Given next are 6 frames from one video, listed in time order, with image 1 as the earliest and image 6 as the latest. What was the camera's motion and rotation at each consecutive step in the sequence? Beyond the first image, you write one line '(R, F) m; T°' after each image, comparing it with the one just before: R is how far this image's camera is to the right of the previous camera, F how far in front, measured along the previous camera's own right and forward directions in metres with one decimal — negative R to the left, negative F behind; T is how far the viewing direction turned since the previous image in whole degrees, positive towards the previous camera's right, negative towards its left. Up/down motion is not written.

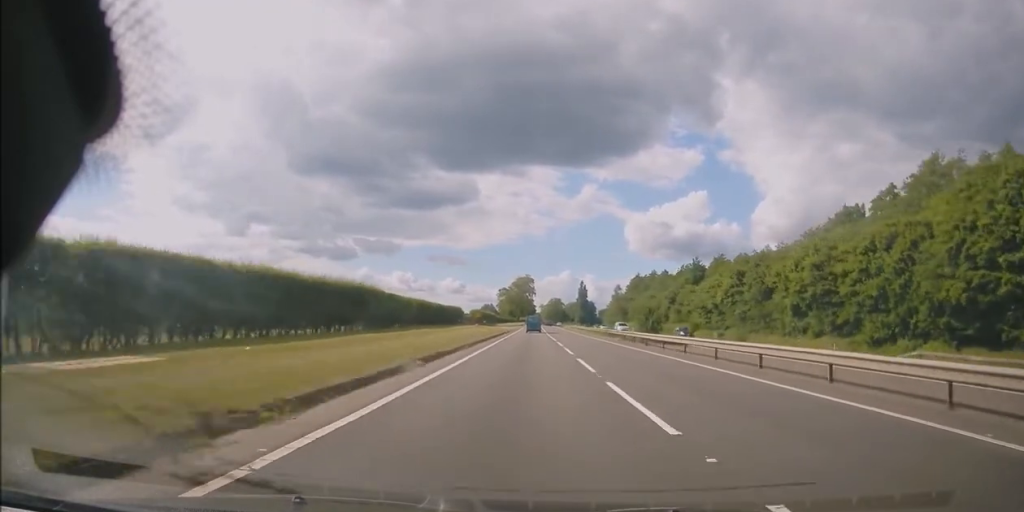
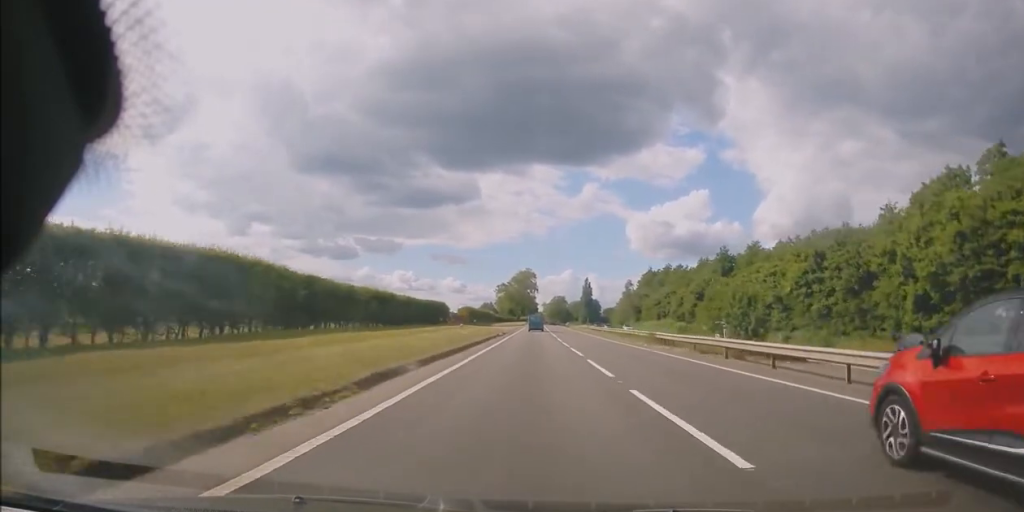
(-0.5, +20.1) m; -1°
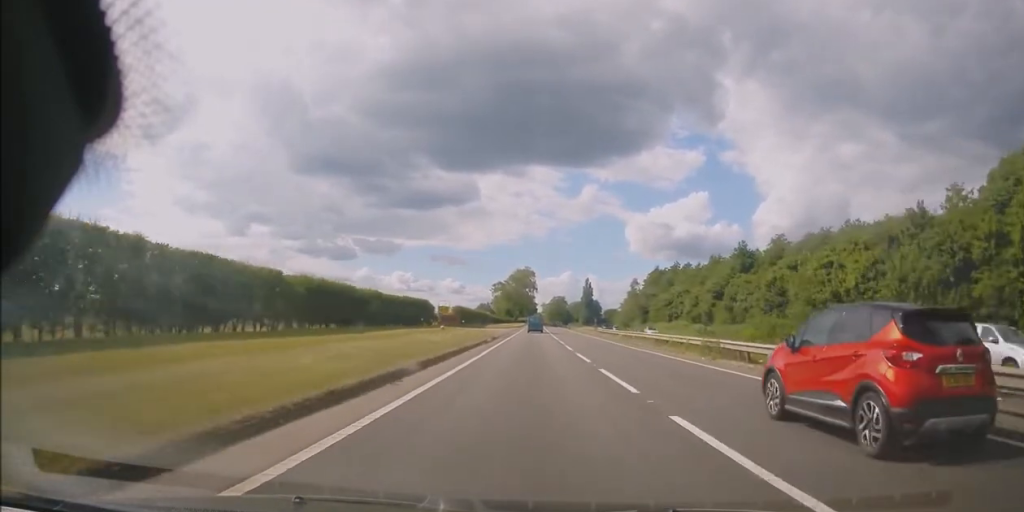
(0.0, +12.1) m; 0°
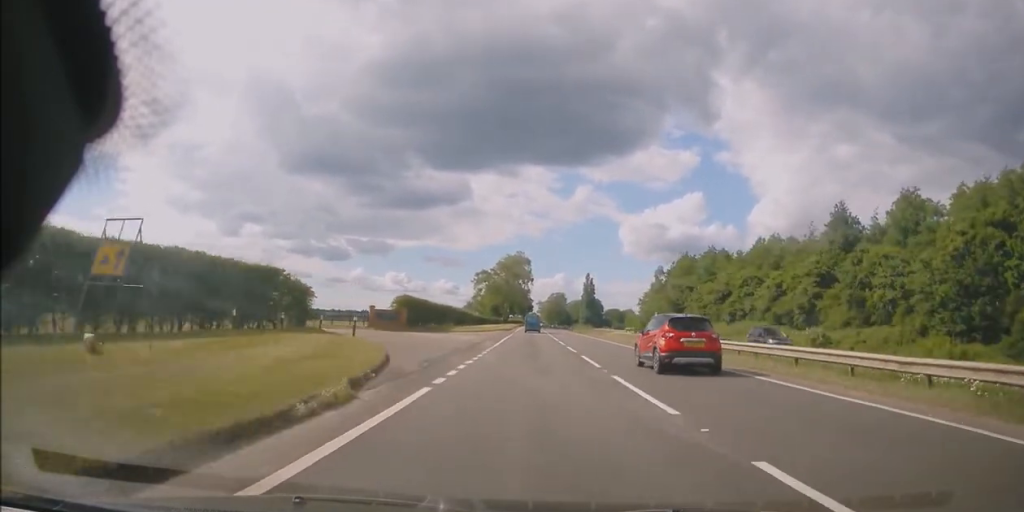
(+0.3, +39.6) m; 0°
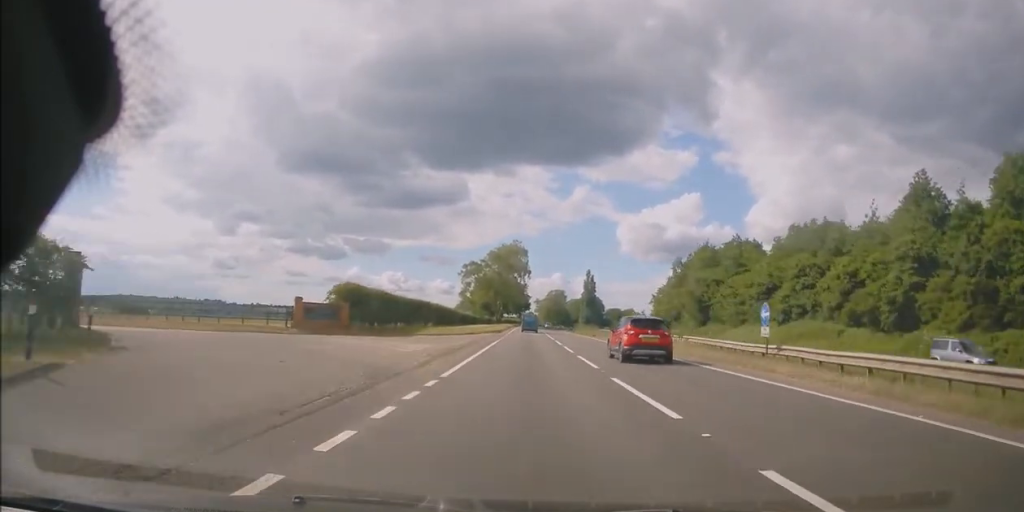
(0.0, +18.5) m; 0°
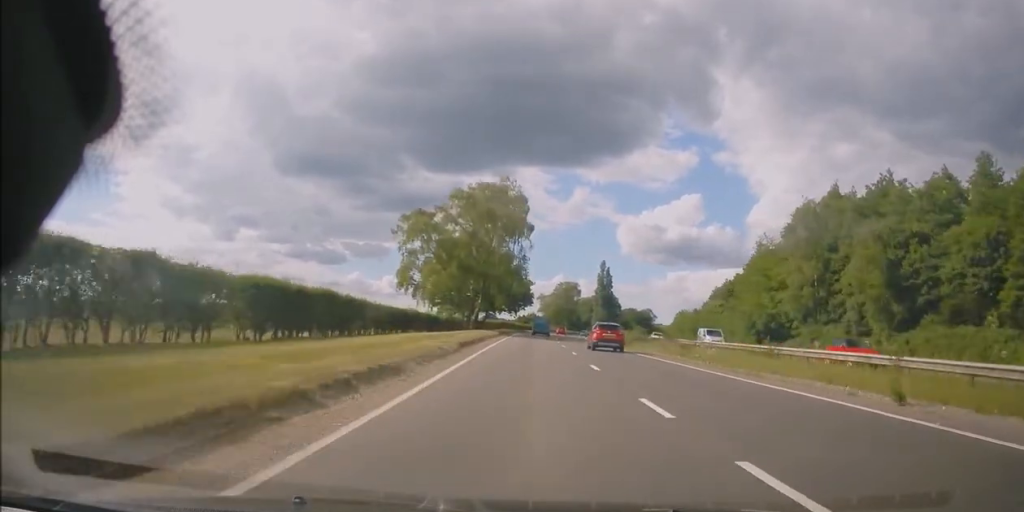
(+0.6, +54.9) m; +1°
